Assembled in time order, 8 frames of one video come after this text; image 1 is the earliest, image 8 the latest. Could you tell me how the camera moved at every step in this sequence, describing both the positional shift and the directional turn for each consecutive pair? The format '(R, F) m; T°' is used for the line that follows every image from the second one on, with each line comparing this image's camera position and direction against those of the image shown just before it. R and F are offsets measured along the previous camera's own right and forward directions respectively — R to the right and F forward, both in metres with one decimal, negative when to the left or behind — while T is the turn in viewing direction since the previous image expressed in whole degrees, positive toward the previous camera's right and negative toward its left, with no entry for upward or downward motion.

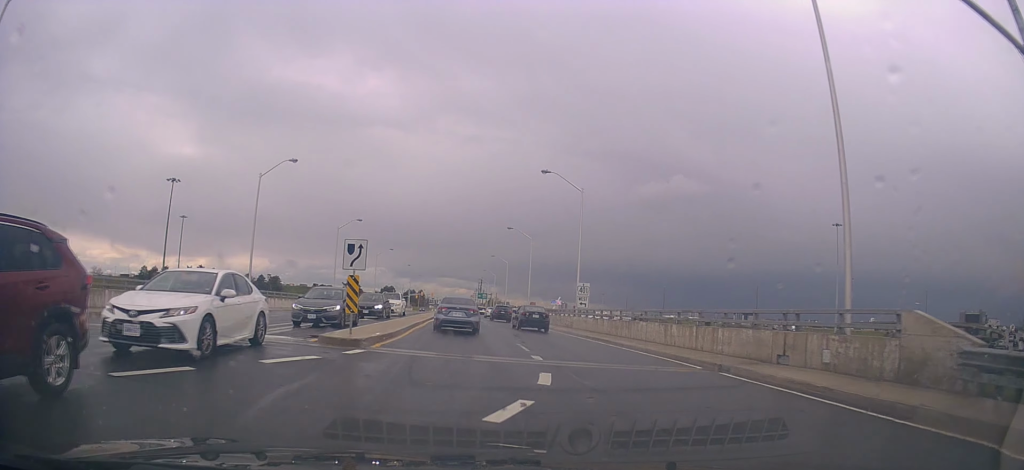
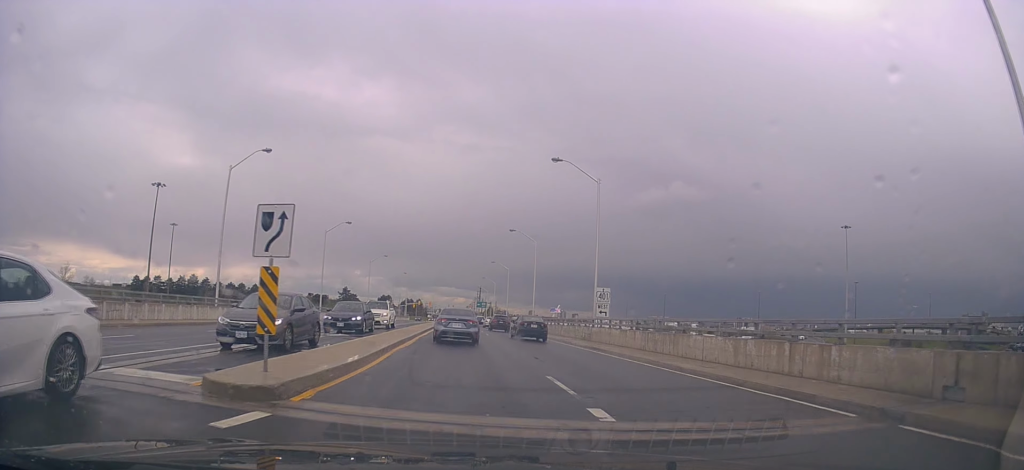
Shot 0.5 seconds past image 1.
(-0.3, +6.4) m; -1°
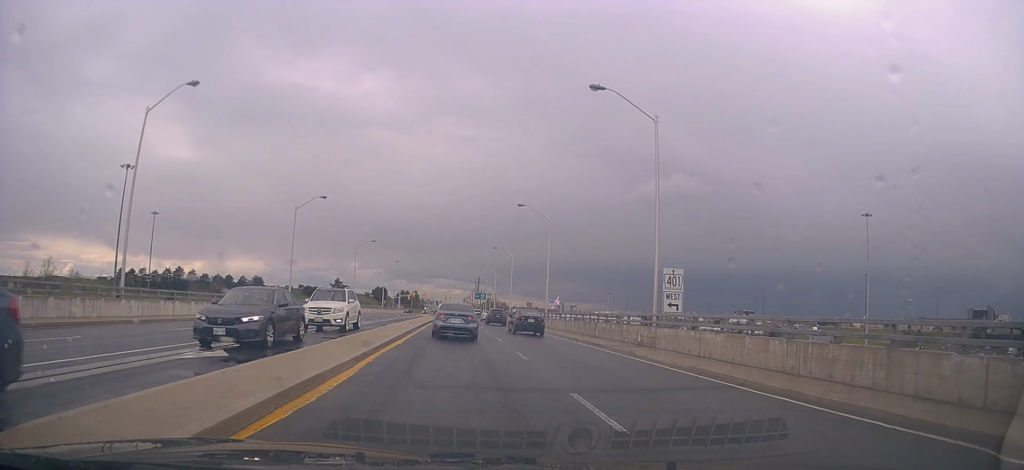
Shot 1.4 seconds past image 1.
(+0.3, +12.1) m; +1°
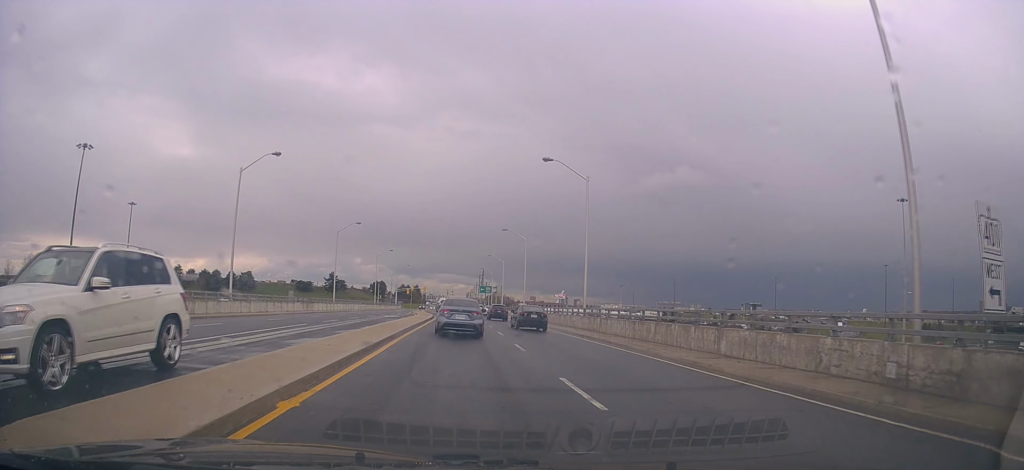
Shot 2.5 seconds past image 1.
(-0.1, +15.8) m; 0°
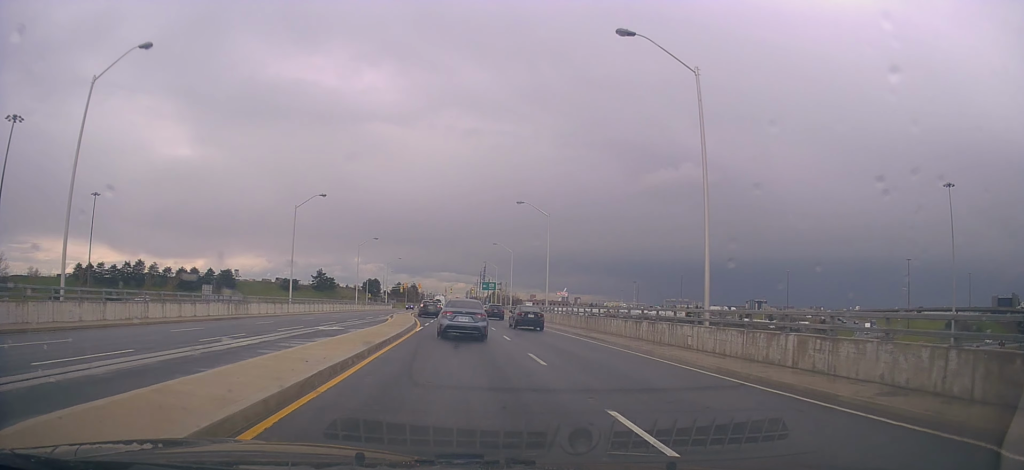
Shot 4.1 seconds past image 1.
(0.0, +19.7) m; -1°
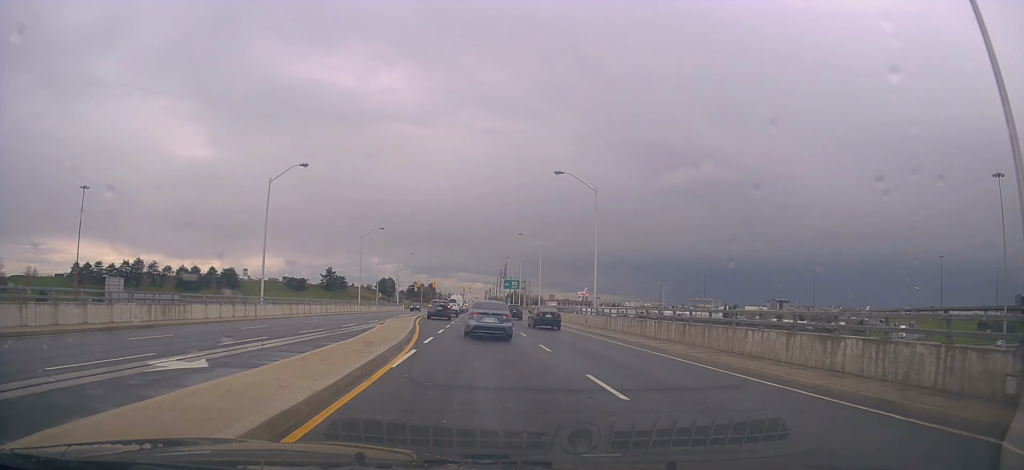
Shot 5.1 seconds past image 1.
(-0.1, +13.2) m; -1°
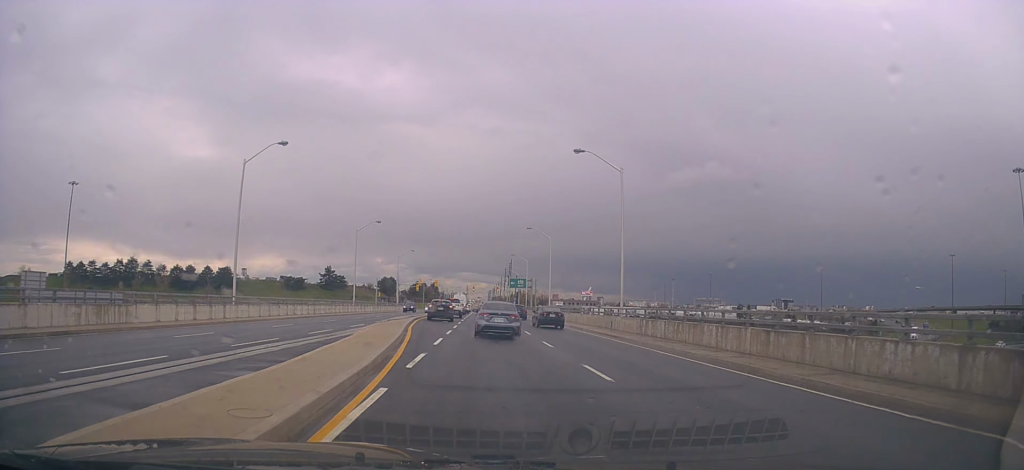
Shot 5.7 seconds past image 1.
(0.0, +6.6) m; -1°
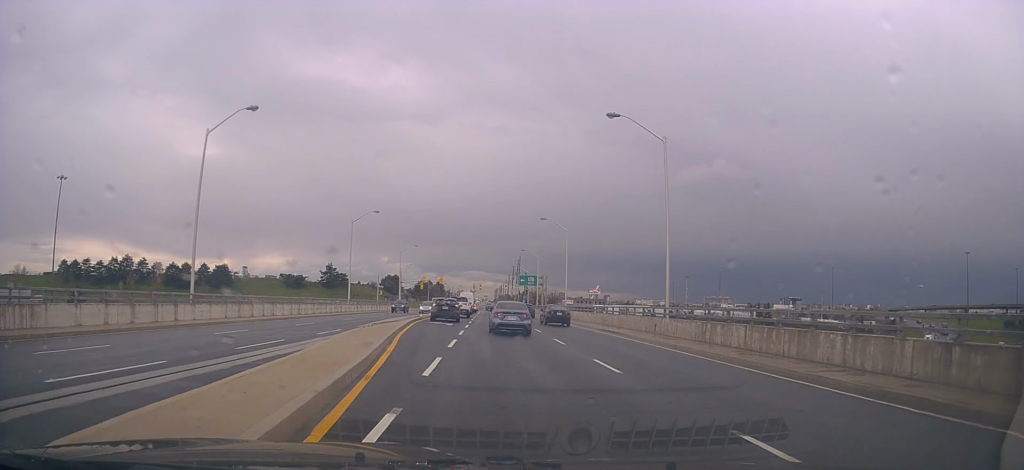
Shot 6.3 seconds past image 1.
(-0.1, +6.9) m; -1°
